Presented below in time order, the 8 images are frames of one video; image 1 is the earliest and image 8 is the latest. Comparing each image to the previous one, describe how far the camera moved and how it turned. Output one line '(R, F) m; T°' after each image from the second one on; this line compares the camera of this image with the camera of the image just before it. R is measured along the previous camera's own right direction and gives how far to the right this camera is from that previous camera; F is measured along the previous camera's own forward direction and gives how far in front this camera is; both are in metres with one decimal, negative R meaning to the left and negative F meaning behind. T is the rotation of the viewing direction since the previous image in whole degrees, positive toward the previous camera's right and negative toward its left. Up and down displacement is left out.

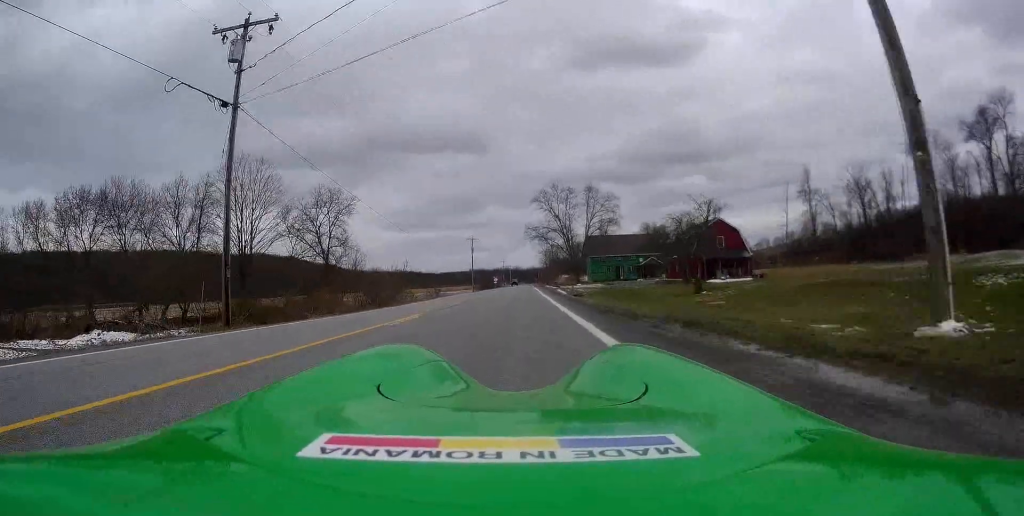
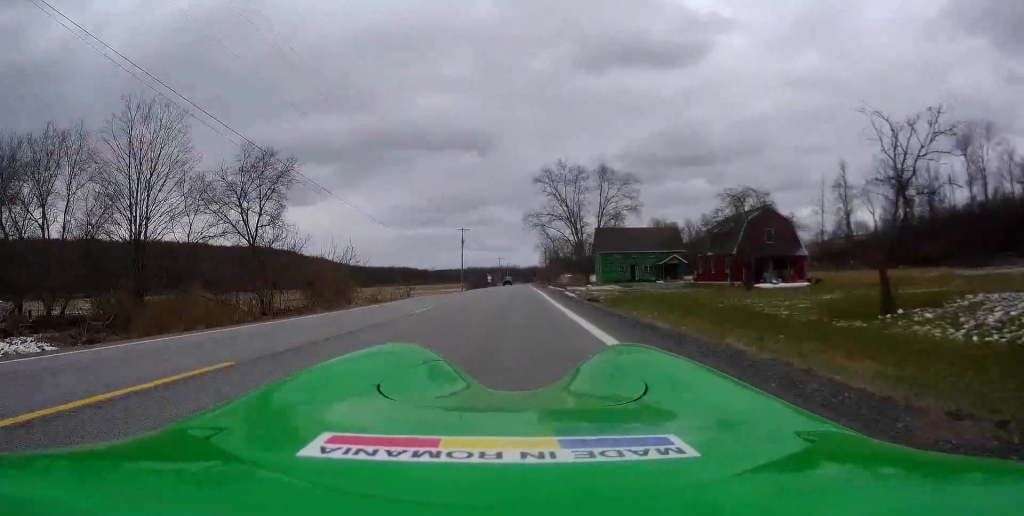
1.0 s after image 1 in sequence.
(0.0, +16.0) m; -1°
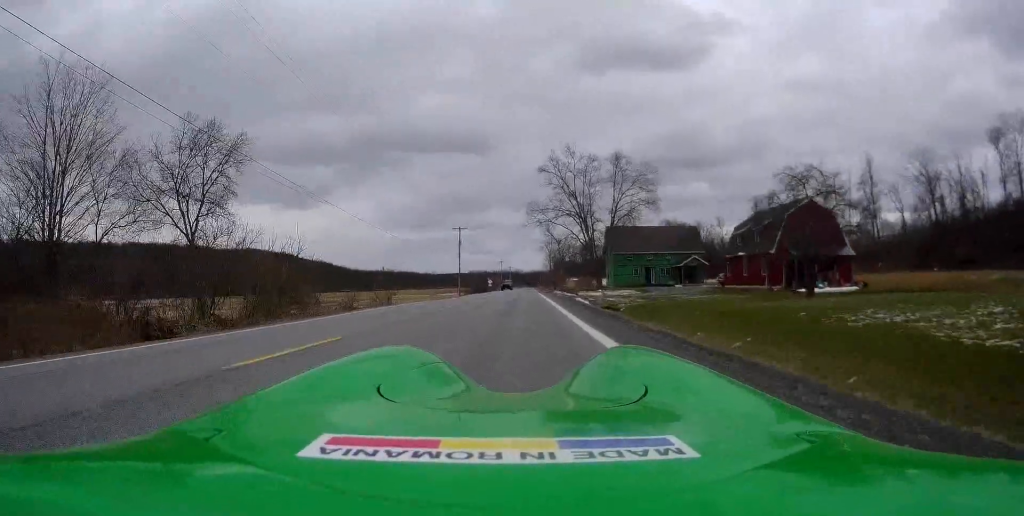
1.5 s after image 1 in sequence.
(0.0, +9.0) m; -1°
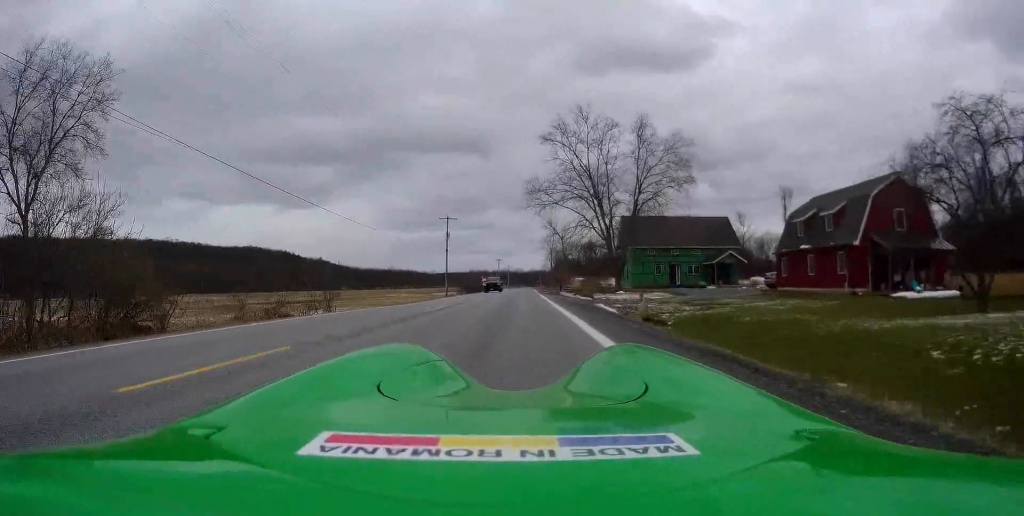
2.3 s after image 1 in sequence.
(-0.1, +13.9) m; 0°
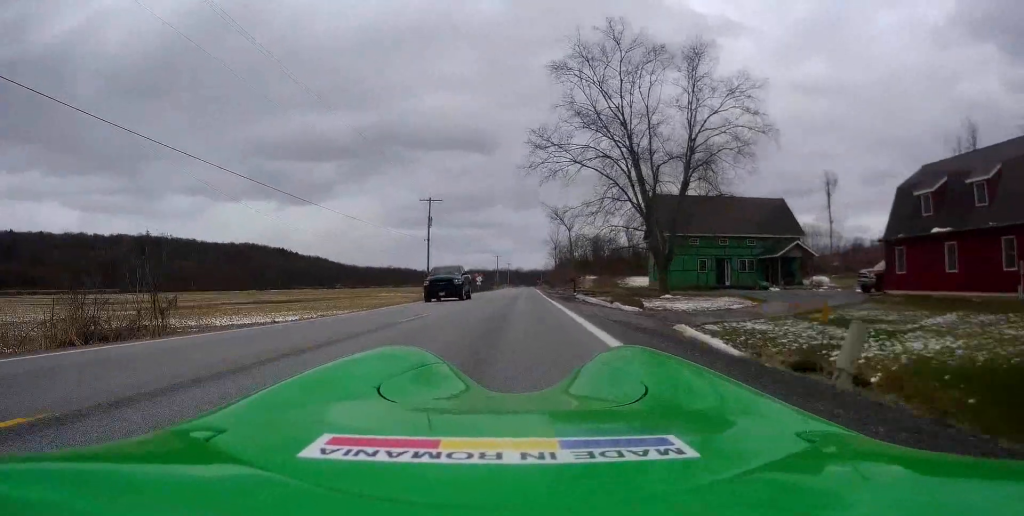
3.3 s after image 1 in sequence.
(+0.1, +16.1) m; 0°
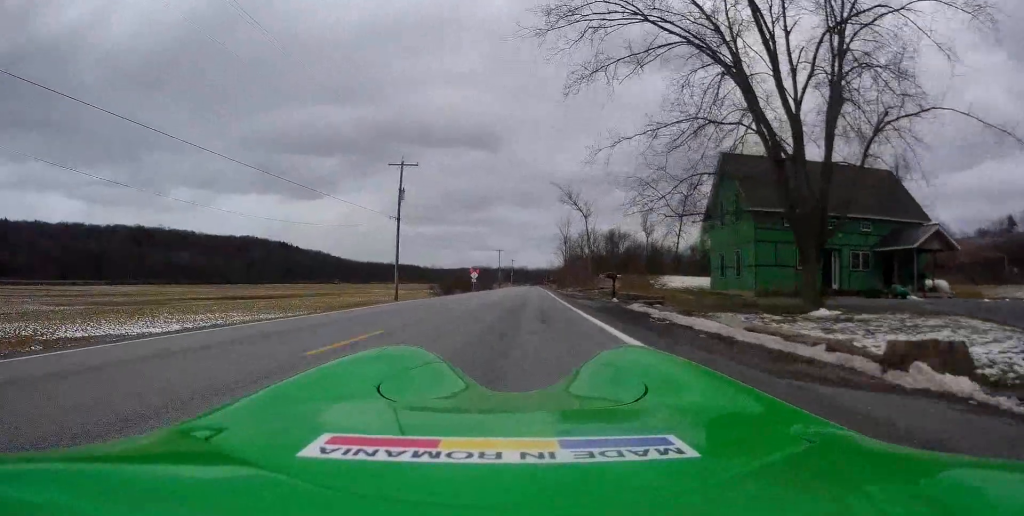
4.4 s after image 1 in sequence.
(0.0, +18.2) m; 0°
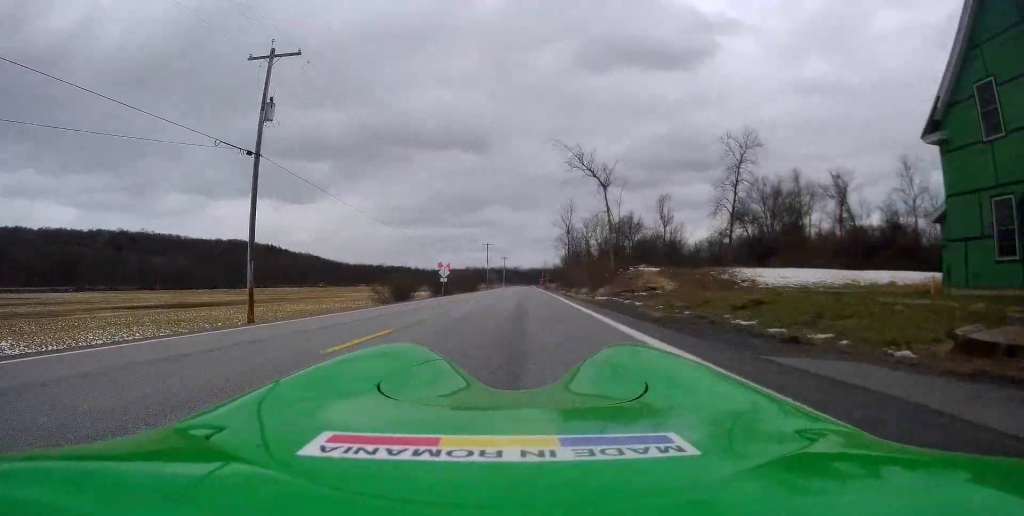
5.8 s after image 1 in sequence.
(+0.1, +24.0) m; +1°
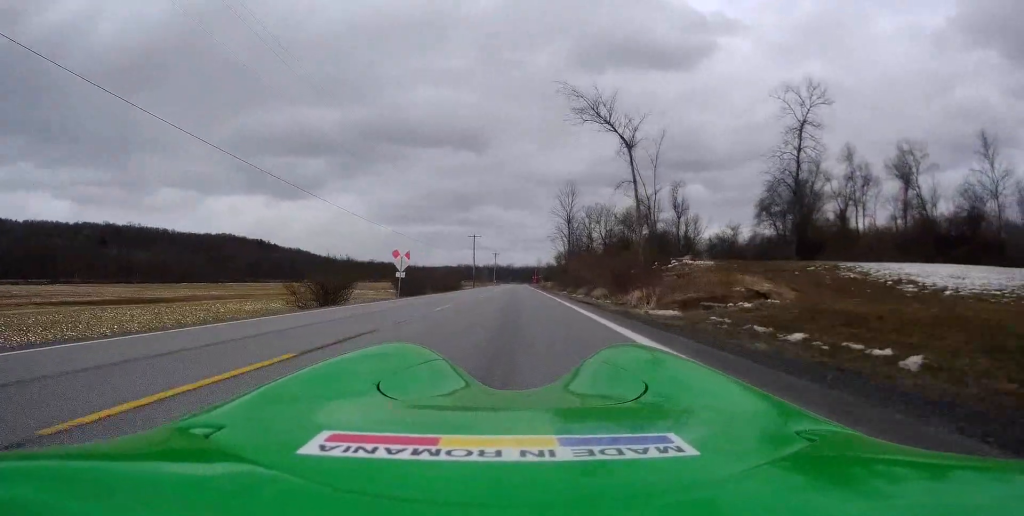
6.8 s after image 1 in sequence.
(+0.2, +15.7) m; 0°
